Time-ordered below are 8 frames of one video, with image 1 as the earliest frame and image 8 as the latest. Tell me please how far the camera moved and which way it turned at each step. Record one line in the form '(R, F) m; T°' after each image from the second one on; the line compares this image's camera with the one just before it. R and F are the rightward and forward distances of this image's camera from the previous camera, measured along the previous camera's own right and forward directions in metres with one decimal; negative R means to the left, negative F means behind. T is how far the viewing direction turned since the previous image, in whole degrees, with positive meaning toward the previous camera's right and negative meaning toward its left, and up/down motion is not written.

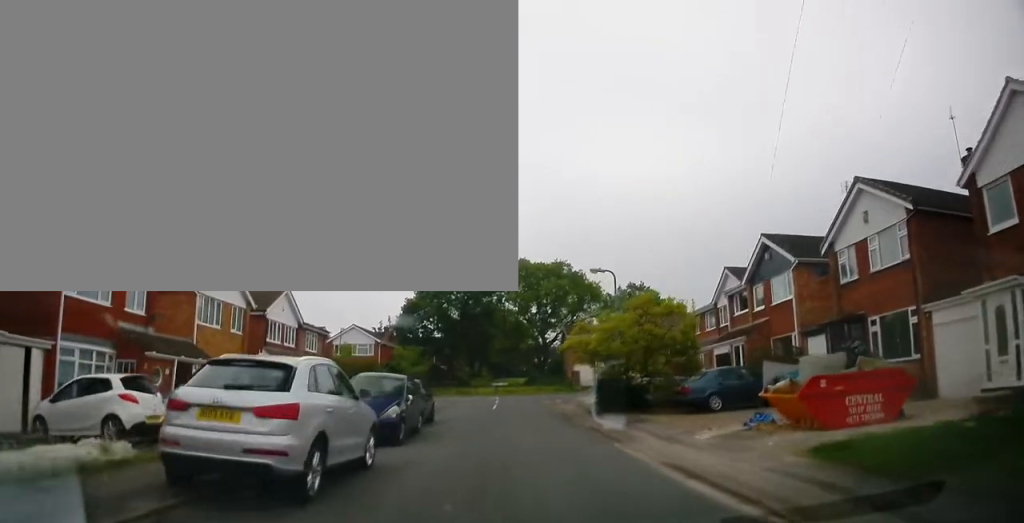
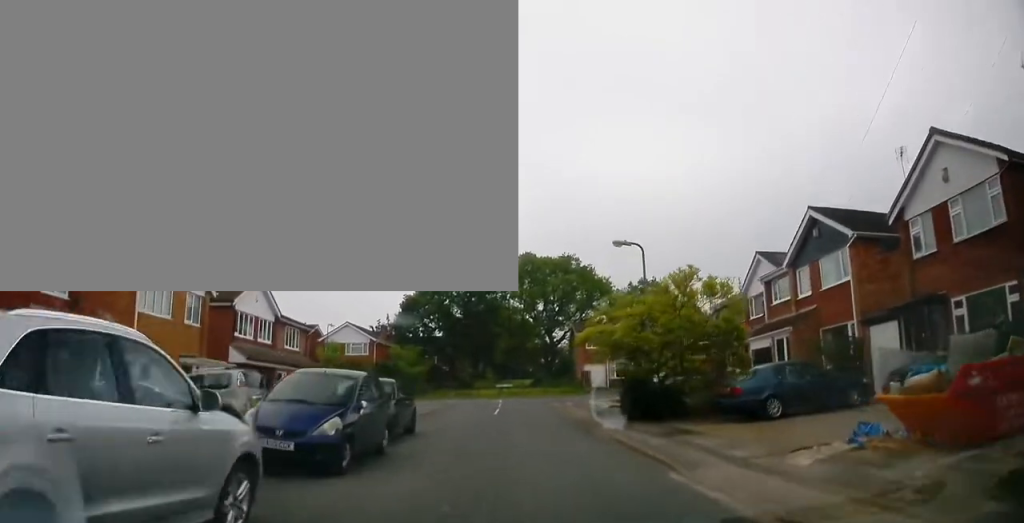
(-0.1, +4.3) m; -2°
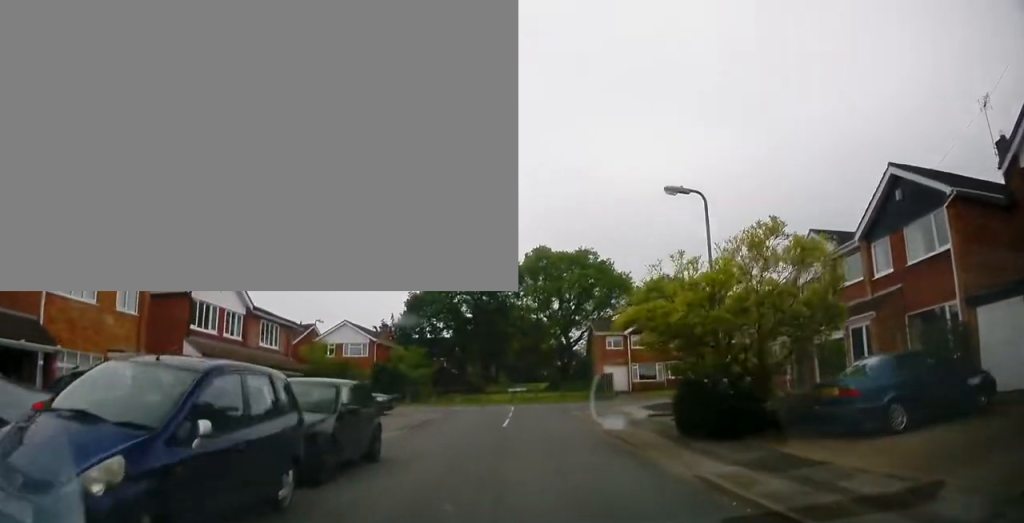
(0.0, +5.2) m; -3°
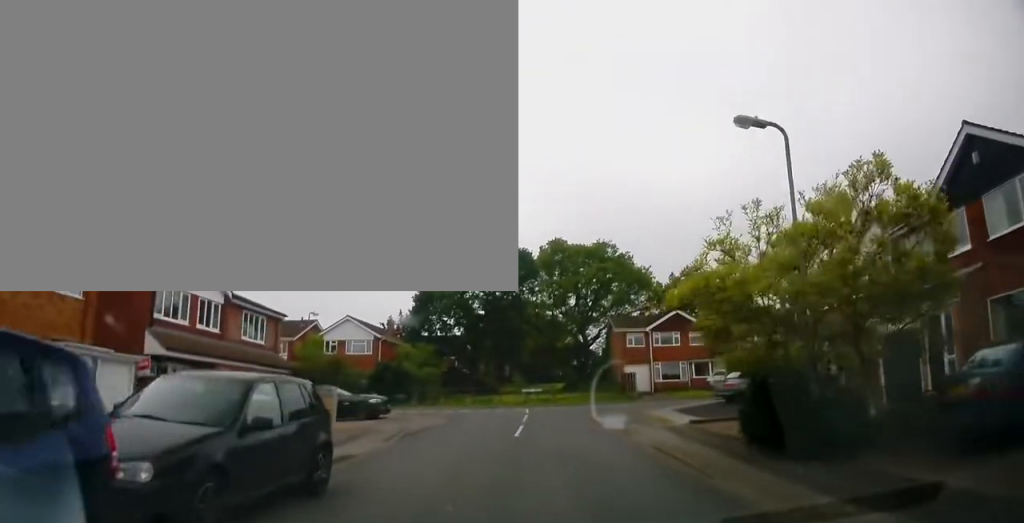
(-0.1, +3.6) m; -2°
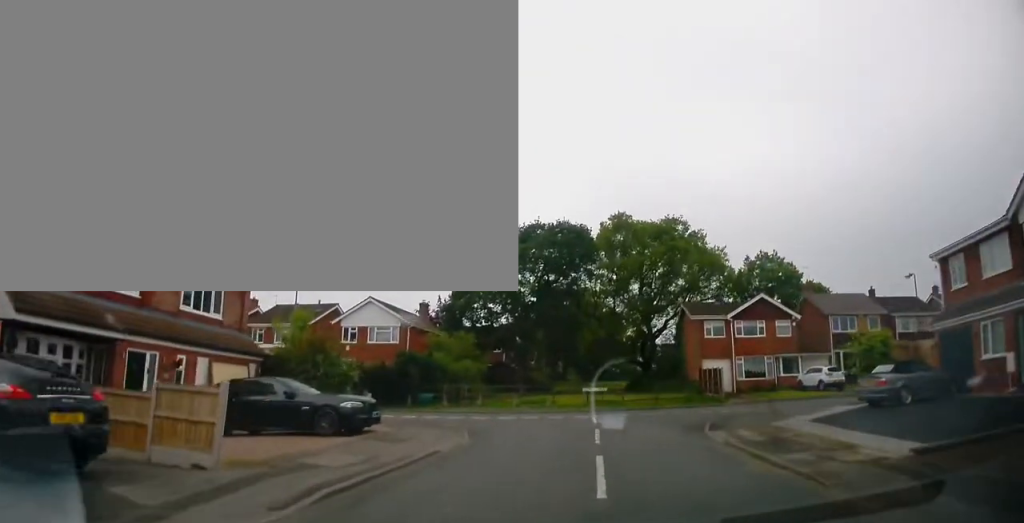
(-0.2, +8.9) m; -2°
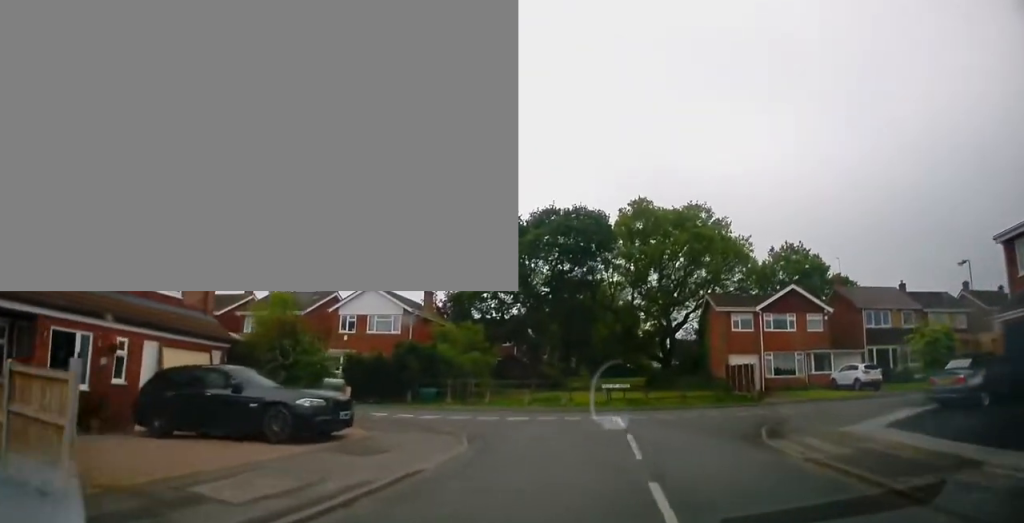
(0.0, +3.4) m; +2°
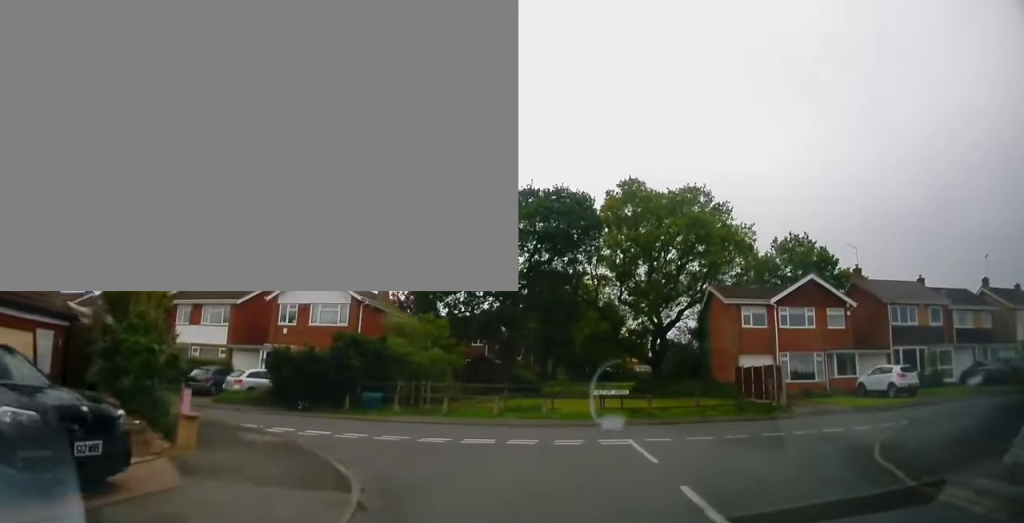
(+0.3, +6.6) m; +4°
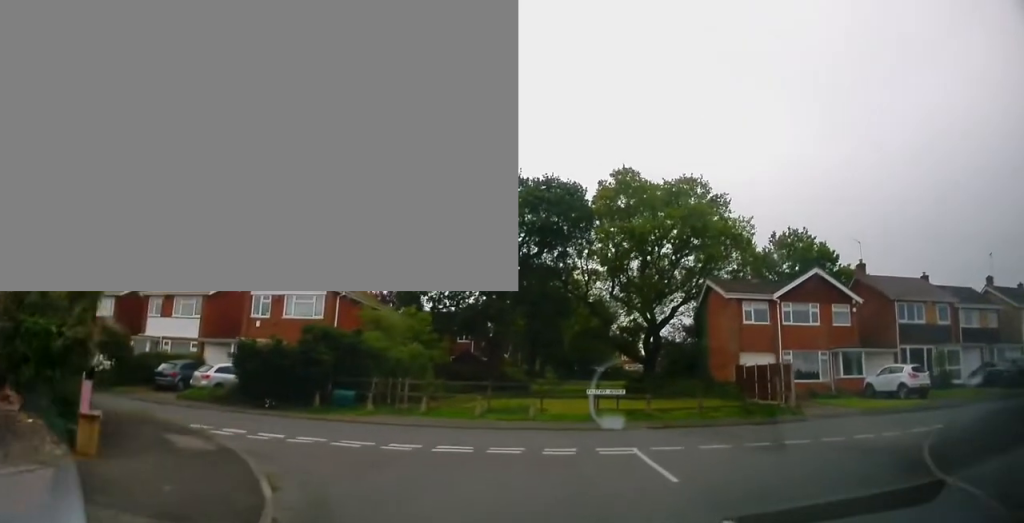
(0.0, +2.1) m; -2°
